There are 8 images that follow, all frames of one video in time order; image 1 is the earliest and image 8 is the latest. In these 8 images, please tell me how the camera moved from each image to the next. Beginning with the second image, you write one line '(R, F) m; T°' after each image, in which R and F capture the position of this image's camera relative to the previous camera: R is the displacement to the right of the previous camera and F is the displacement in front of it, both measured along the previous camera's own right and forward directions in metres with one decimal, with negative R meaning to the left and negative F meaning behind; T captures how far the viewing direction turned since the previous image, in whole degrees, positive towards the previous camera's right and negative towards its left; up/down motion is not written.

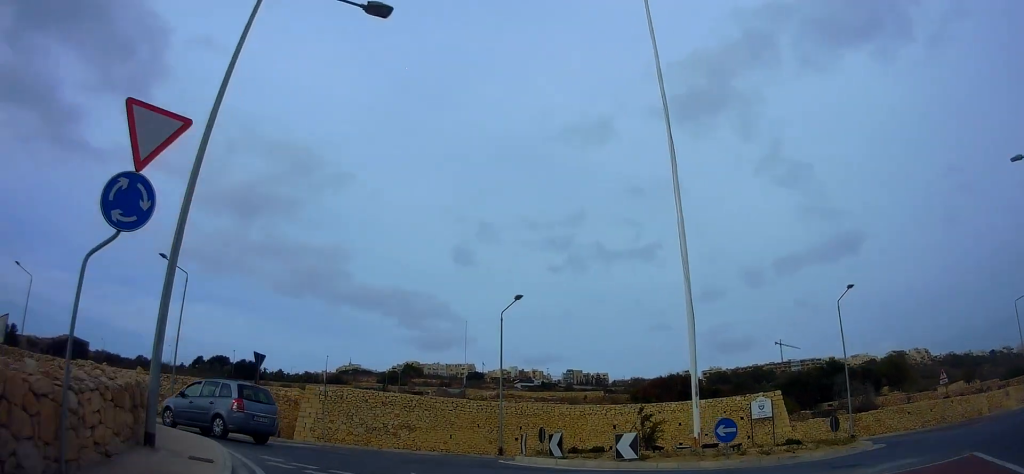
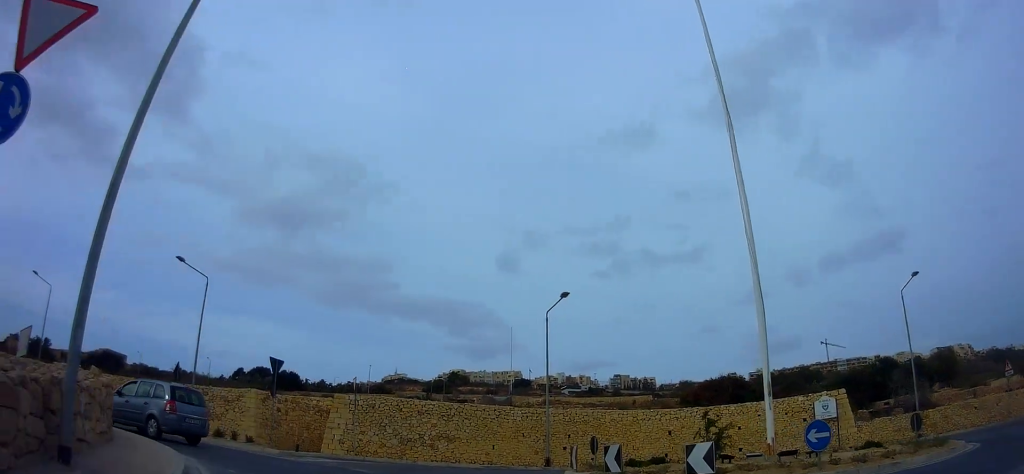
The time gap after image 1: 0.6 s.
(-0.3, +3.0) m; -11°
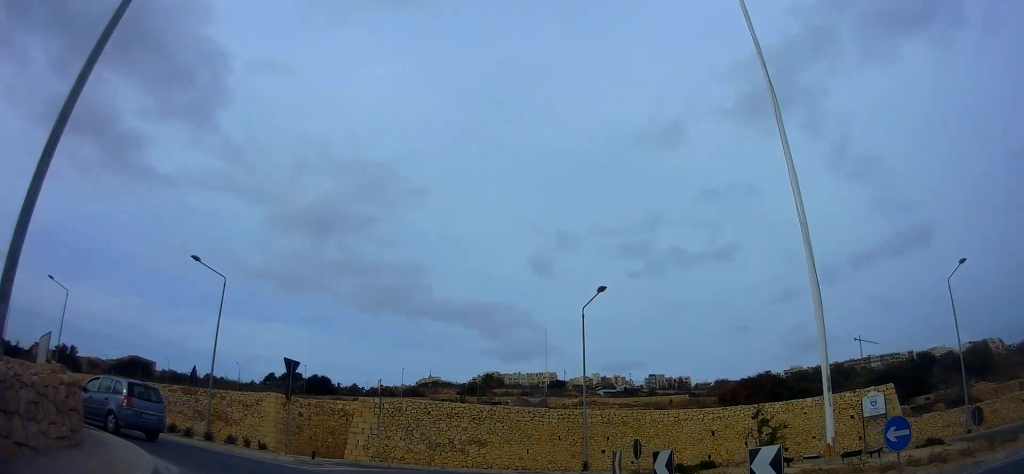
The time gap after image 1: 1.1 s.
(-0.2, +1.8) m; -4°
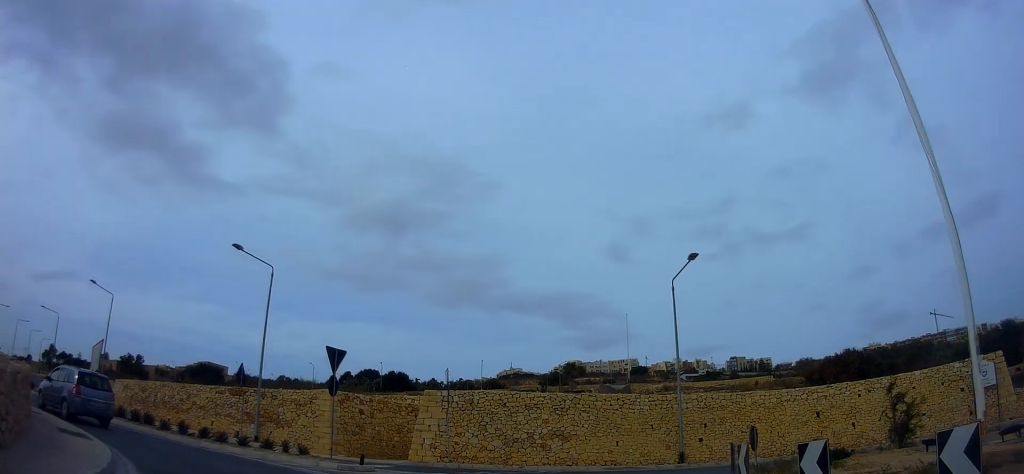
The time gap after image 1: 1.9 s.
(-0.5, +3.4) m; -4°
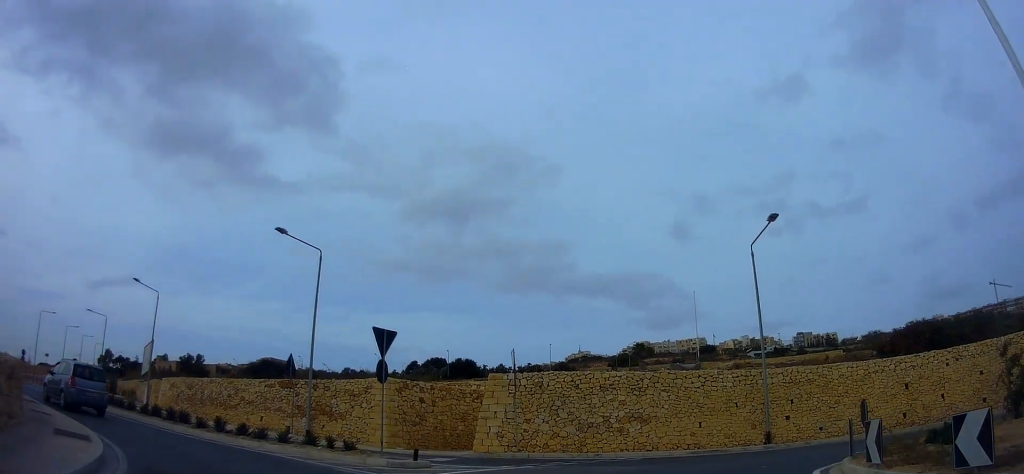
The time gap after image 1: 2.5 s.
(+0.4, +2.0) m; -10°
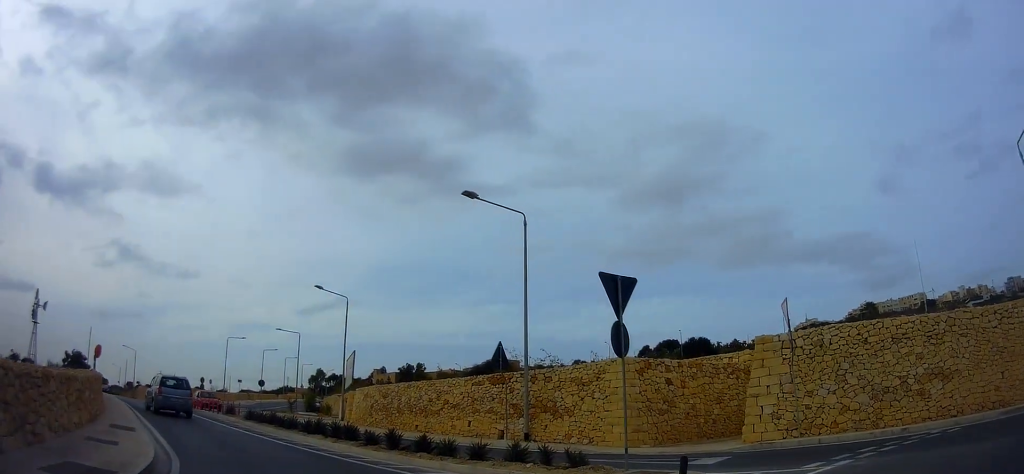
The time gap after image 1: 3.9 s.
(-1.5, +4.5) m; -18°
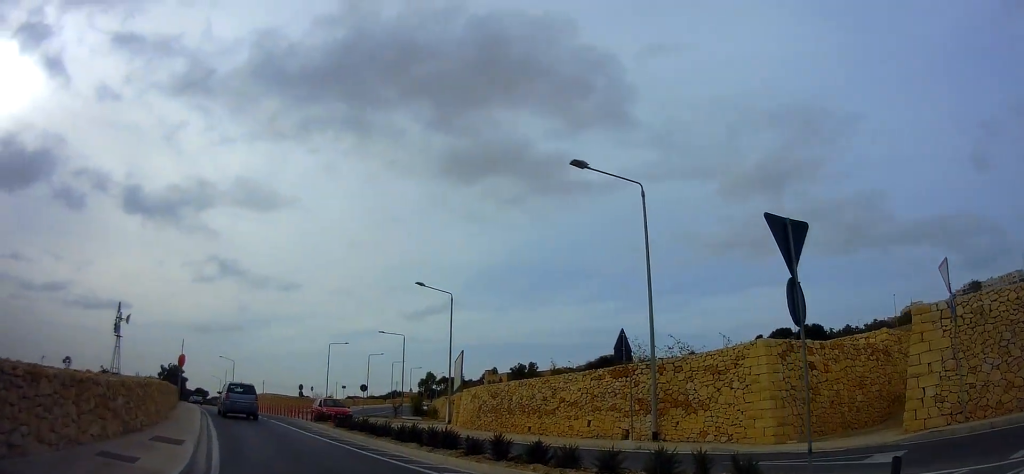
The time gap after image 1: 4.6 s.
(+0.7, +2.4) m; -12°
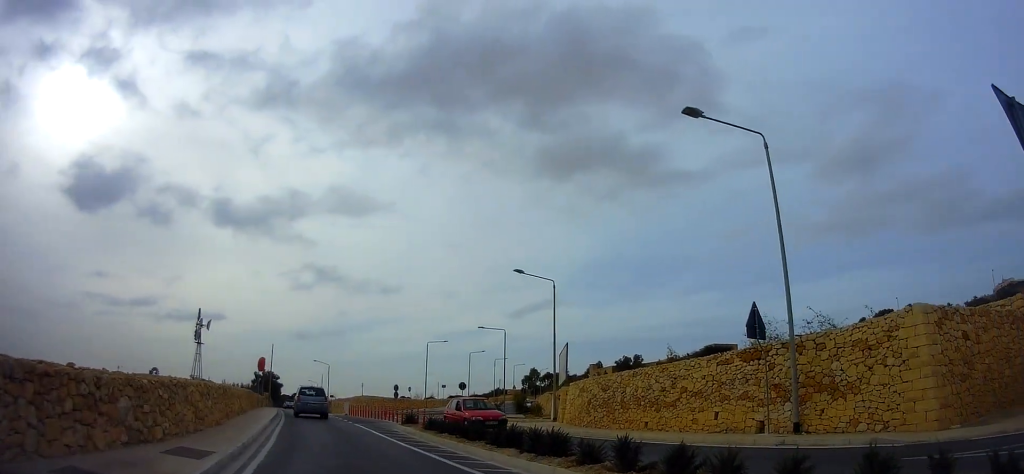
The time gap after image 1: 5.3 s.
(-0.6, +2.2) m; -12°
